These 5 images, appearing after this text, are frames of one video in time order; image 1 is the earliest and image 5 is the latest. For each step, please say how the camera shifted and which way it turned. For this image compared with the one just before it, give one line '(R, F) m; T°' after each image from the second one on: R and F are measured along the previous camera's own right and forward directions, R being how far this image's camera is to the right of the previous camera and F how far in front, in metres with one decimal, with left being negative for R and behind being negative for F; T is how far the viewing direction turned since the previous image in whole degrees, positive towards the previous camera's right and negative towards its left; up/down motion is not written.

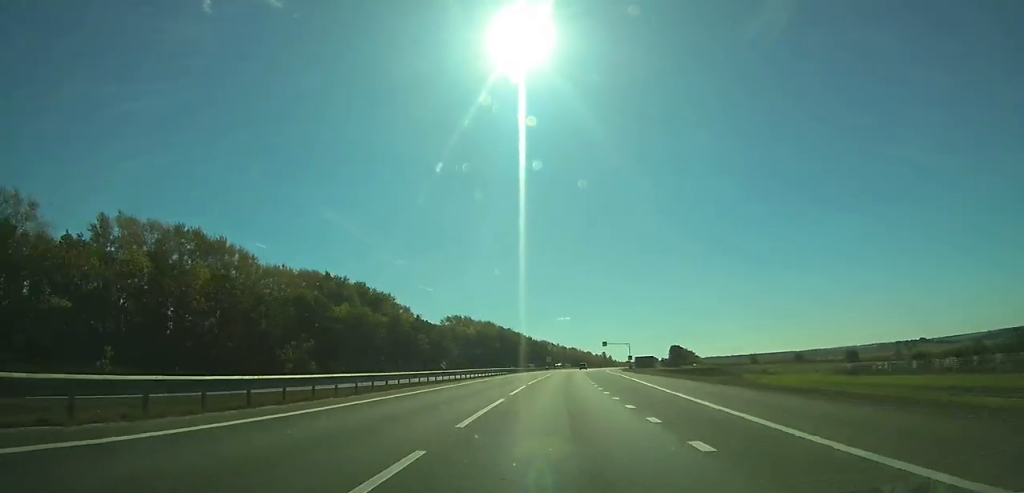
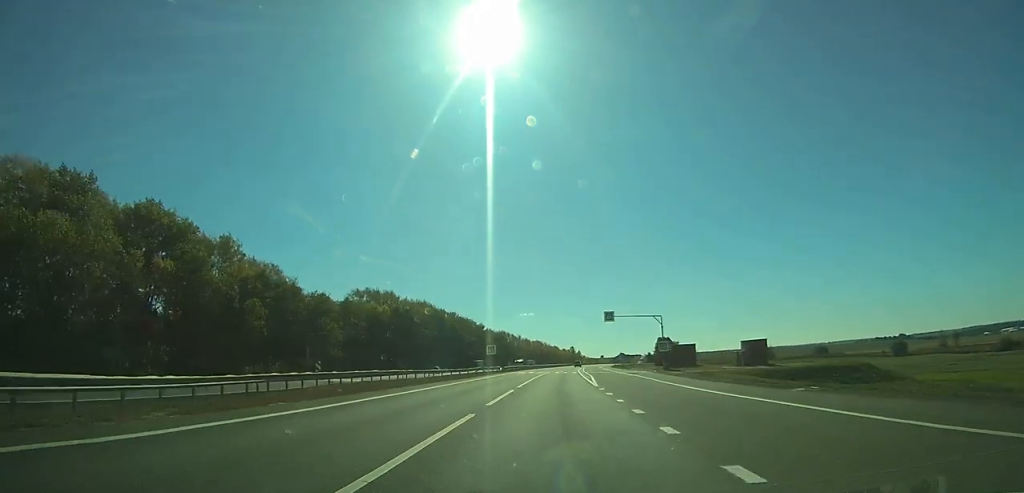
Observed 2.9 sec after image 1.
(+1.8, +78.3) m; +3°
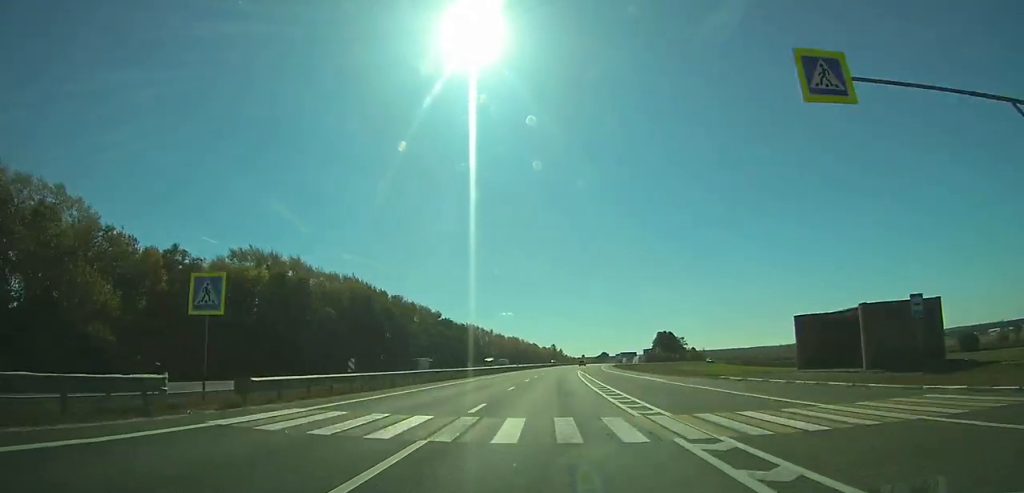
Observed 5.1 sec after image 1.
(+1.1, +59.0) m; +2°
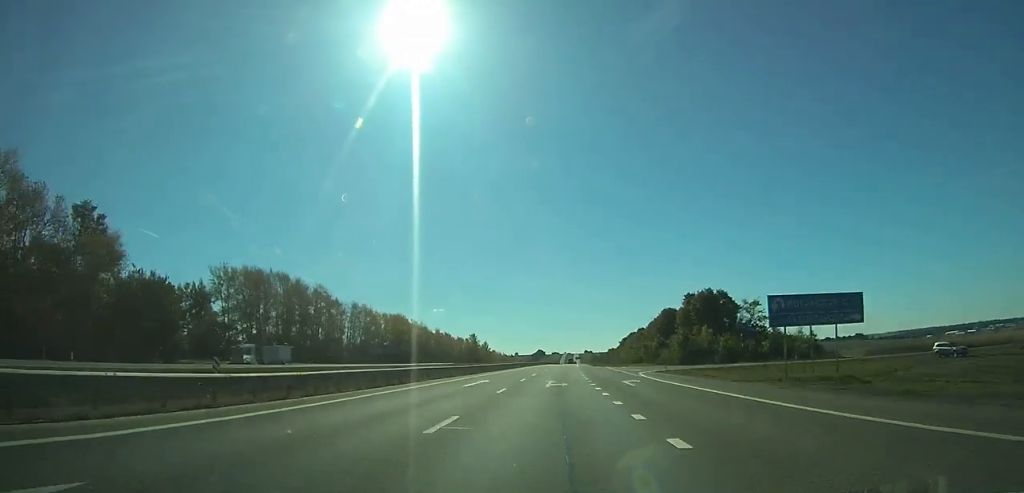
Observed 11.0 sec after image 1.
(+7.8, +160.4) m; +6°
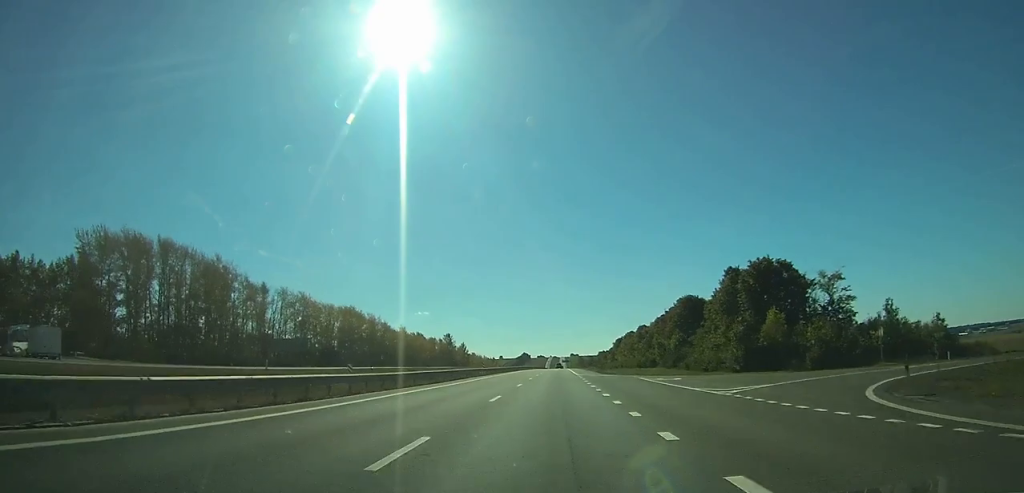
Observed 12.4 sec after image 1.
(+0.5, +39.1) m; +1°
